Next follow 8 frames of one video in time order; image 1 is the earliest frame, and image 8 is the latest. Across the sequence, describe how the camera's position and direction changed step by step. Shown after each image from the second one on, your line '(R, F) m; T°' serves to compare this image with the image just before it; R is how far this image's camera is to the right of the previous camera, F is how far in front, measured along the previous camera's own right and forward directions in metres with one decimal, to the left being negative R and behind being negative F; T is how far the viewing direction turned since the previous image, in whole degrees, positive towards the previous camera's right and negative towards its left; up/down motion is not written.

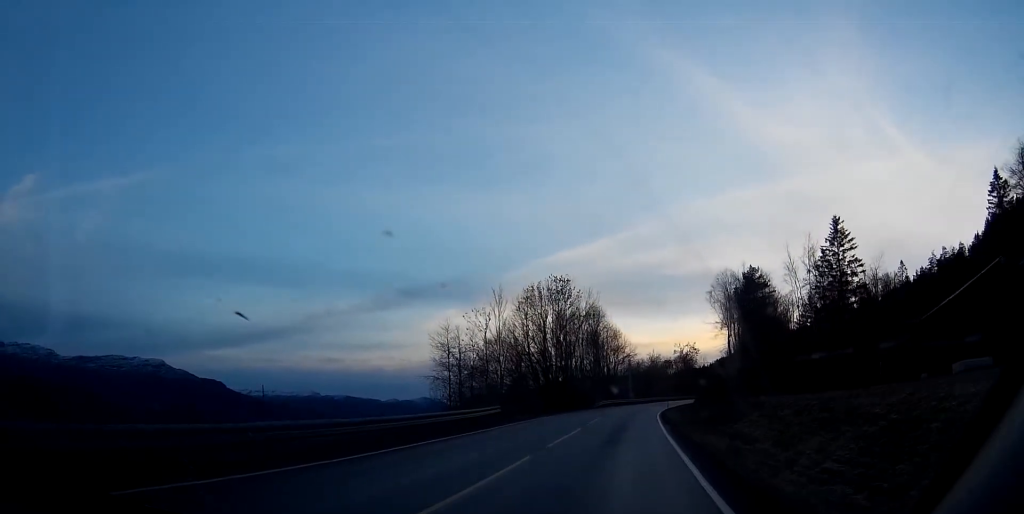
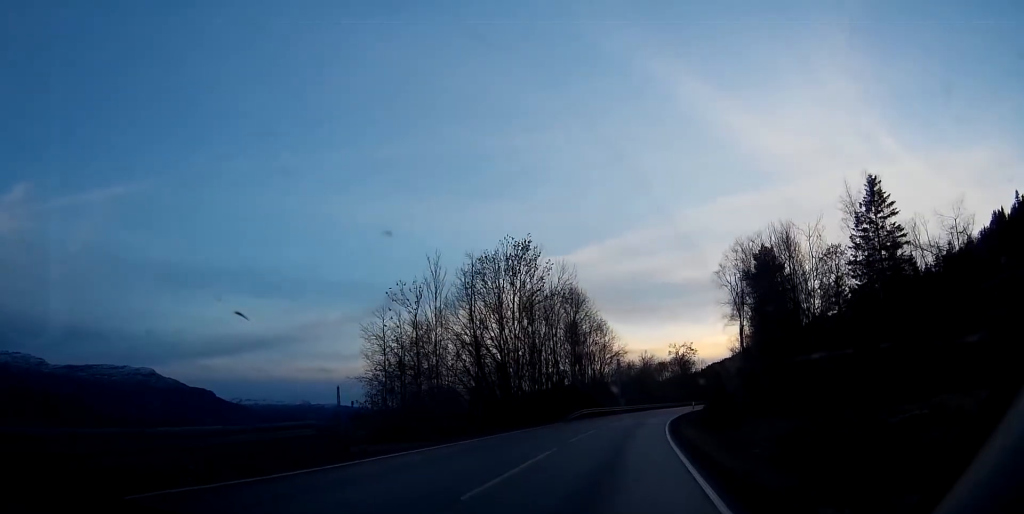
(+0.1, +20.9) m; +1°
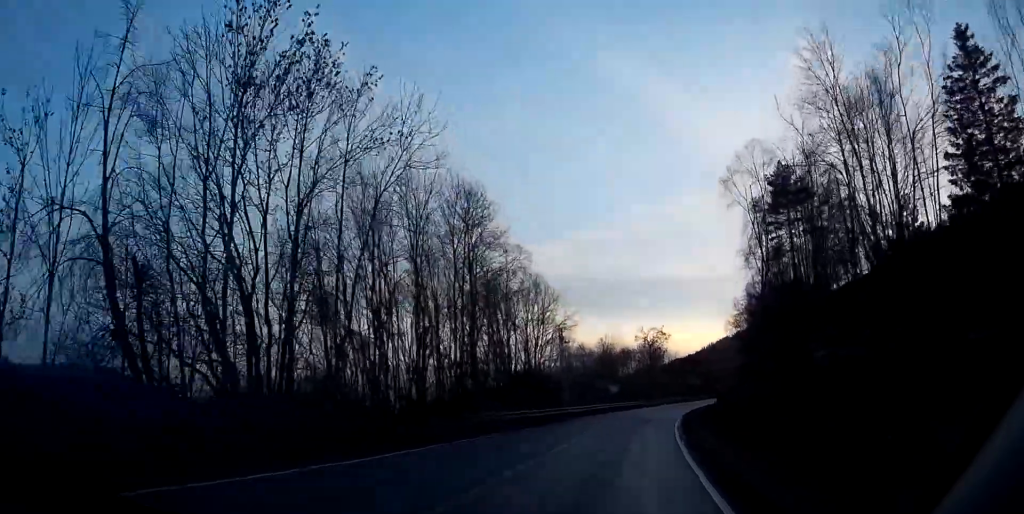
(+0.7, +36.0) m; +4°
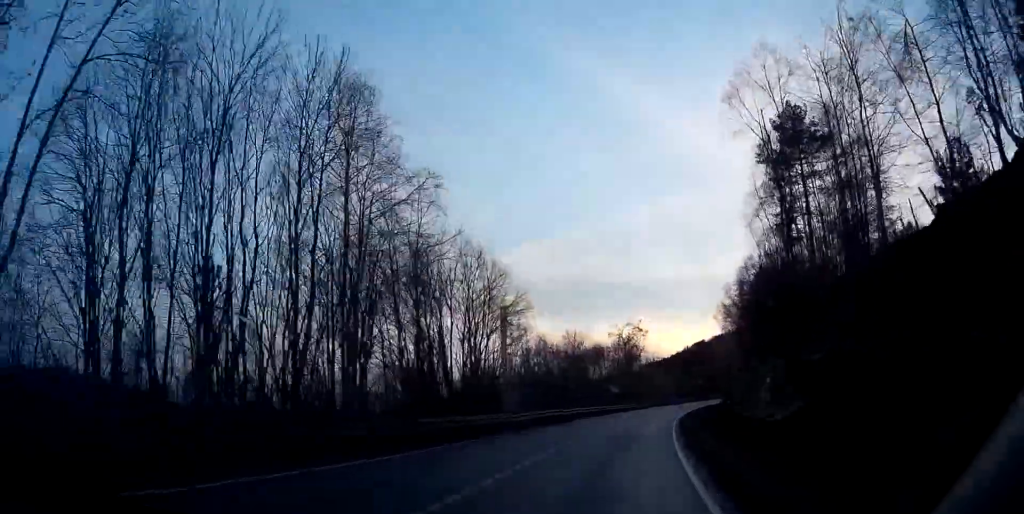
(+0.7, +15.2) m; +2°
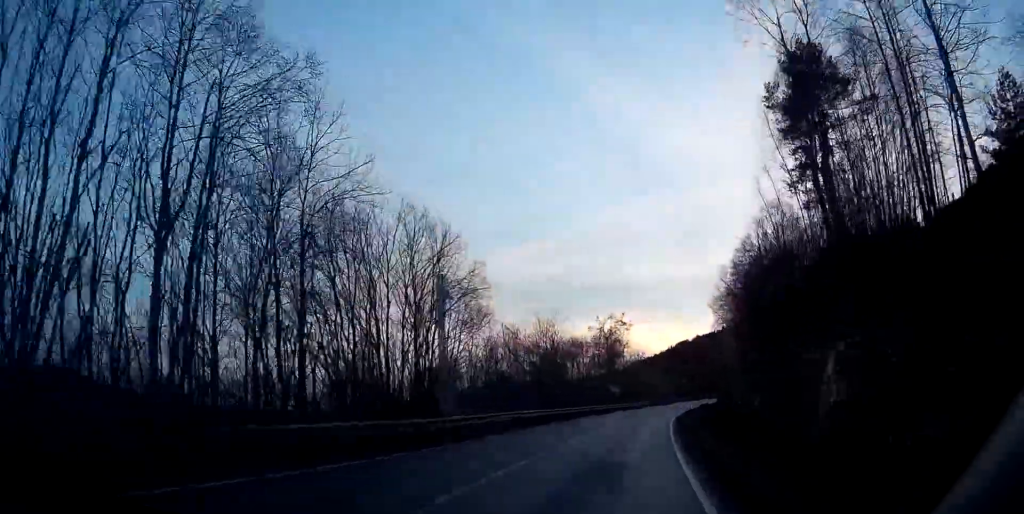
(+0.1, +10.2) m; +1°
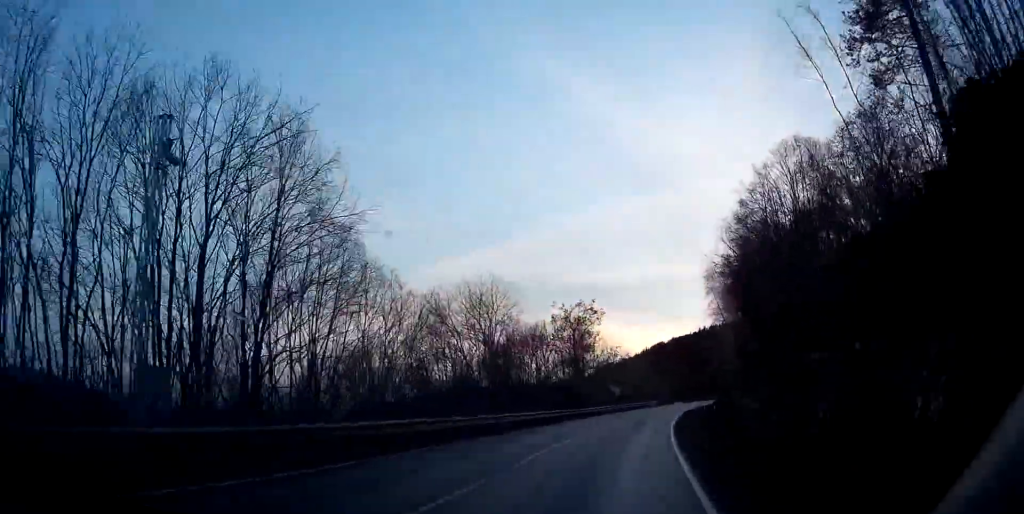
(+0.2, +18.6) m; +2°
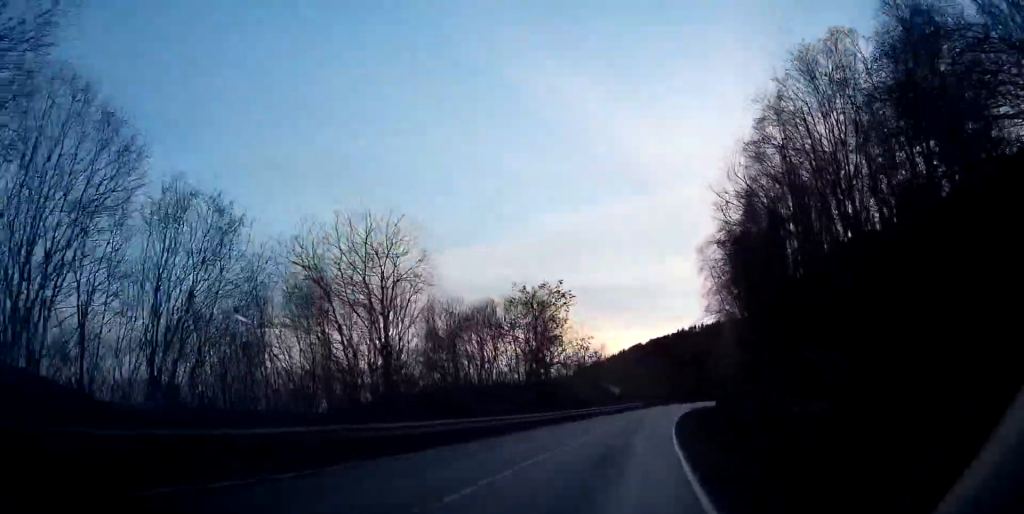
(+0.4, +16.8) m; +1°
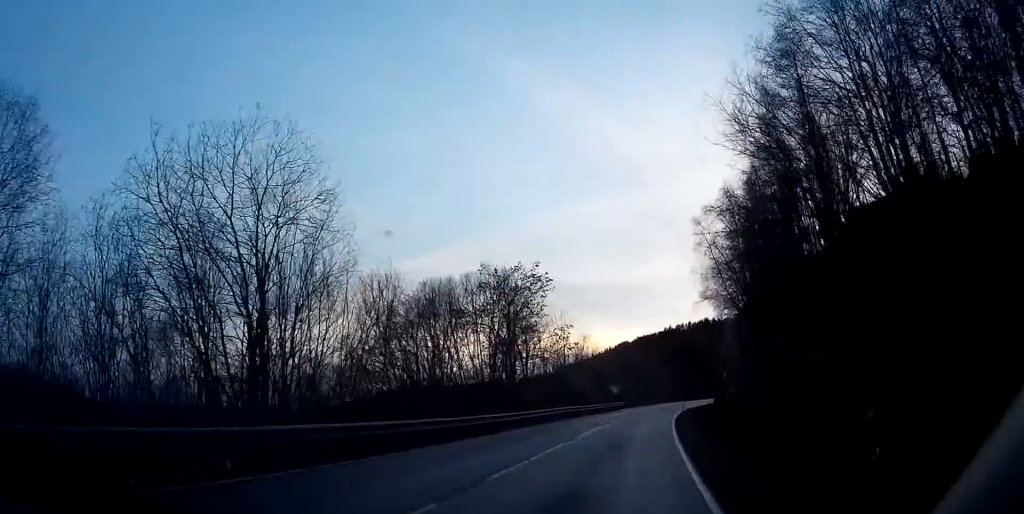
(-0.1, +9.8) m; 0°
